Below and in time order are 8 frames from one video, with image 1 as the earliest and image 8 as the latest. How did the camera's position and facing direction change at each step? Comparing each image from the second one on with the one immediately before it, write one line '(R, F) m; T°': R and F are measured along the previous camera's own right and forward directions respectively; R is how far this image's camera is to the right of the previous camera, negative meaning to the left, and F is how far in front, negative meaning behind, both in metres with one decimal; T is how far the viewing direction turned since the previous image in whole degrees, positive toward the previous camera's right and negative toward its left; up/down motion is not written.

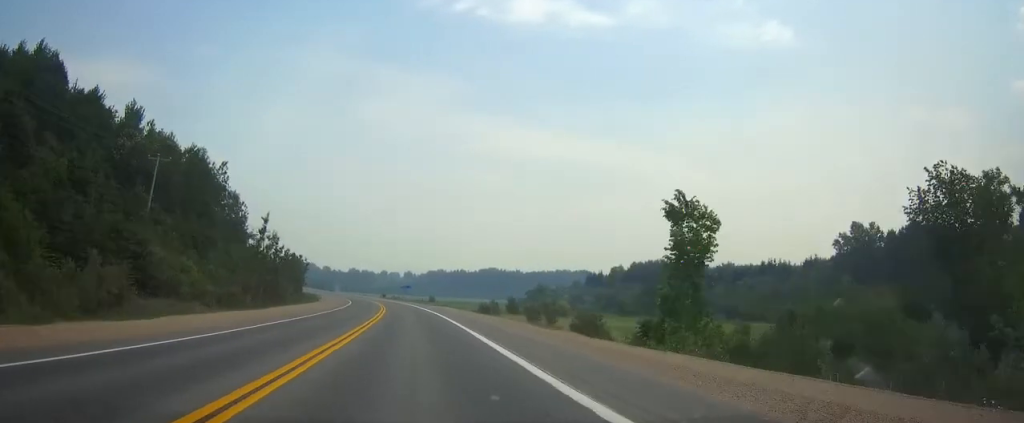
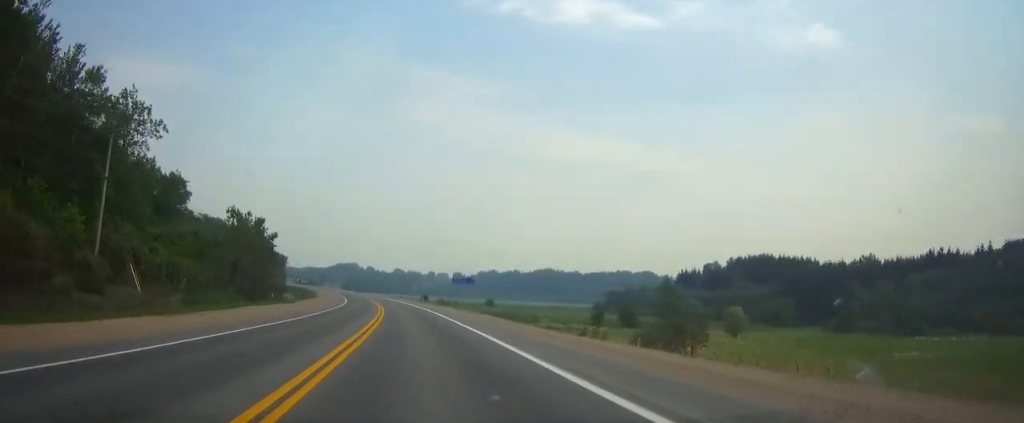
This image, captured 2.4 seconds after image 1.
(0.0, +70.5) m; 0°
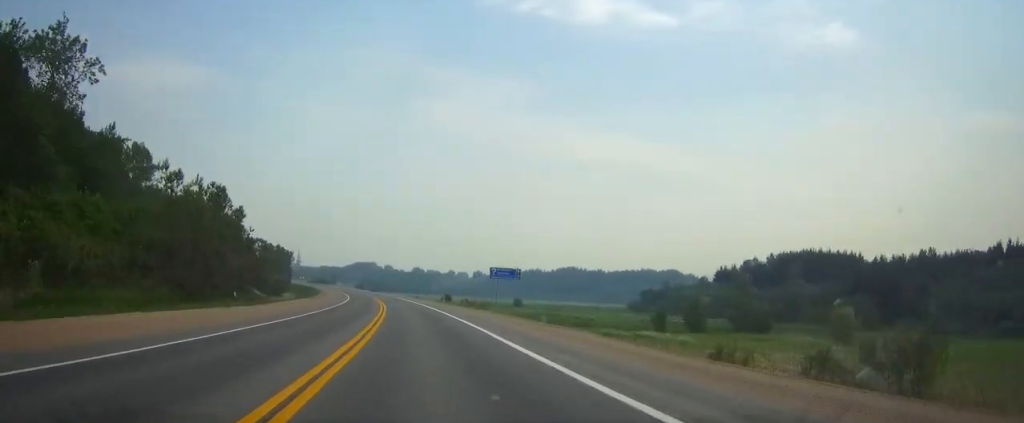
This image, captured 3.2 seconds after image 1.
(0.0, +22.5) m; 0°
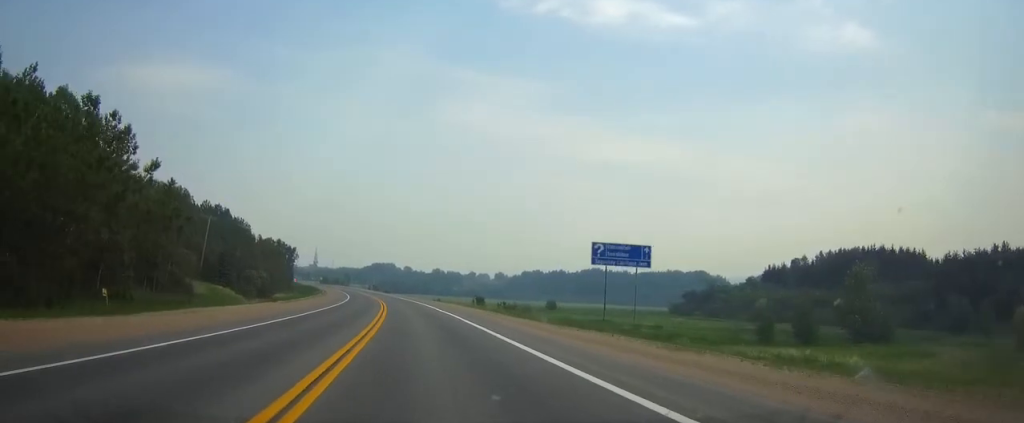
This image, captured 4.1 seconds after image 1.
(0.0, +26.4) m; 0°
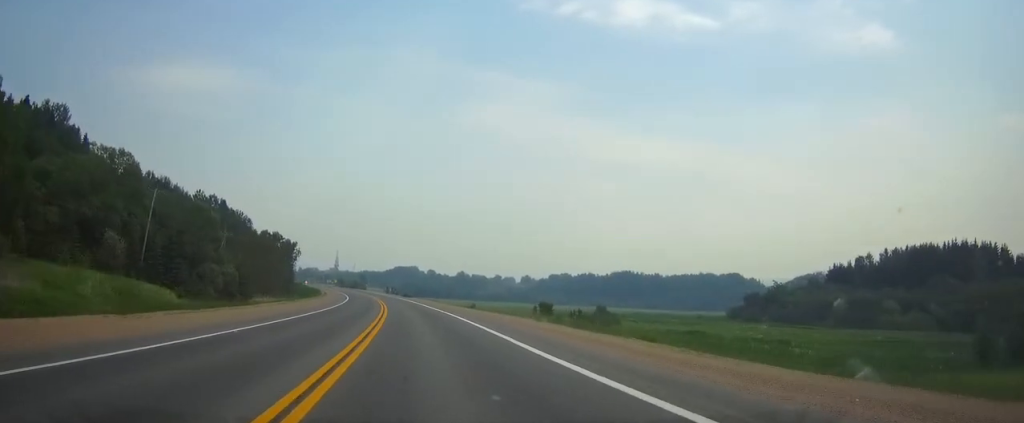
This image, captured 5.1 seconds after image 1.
(0.0, +31.3) m; 0°
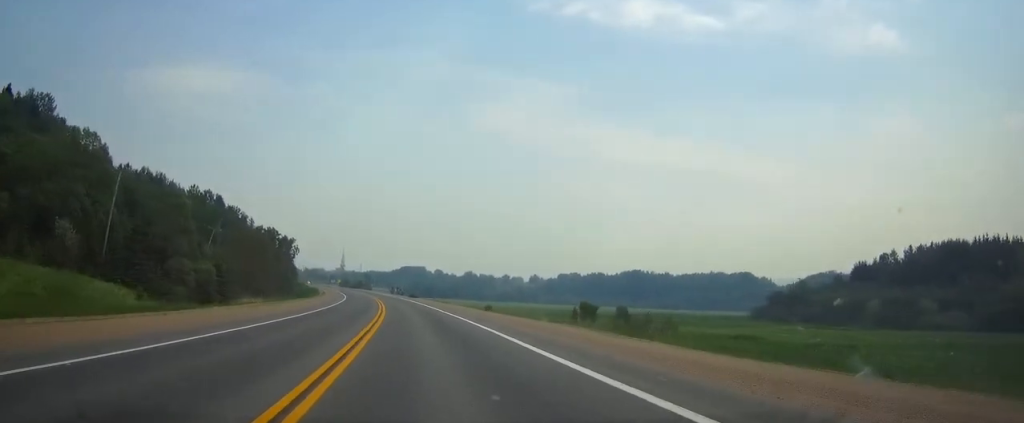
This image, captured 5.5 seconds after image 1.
(0.0, +11.7) m; 0°
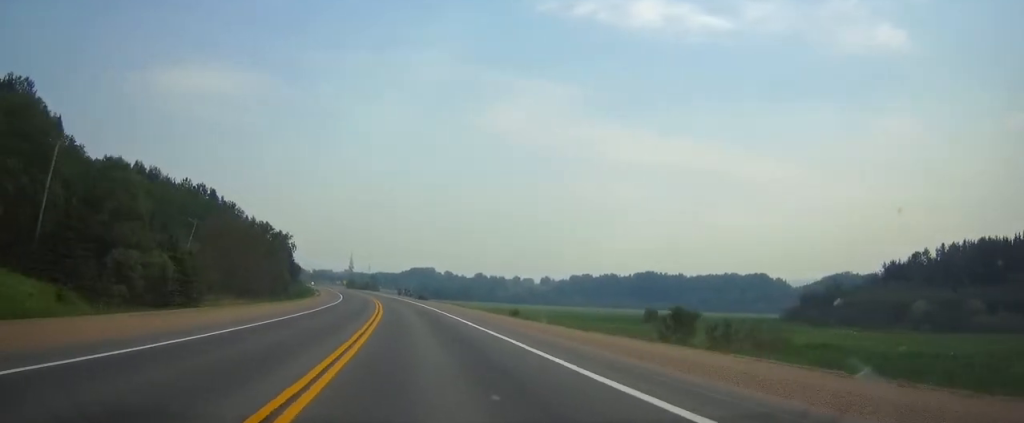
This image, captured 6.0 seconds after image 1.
(0.0, +14.7) m; 0°
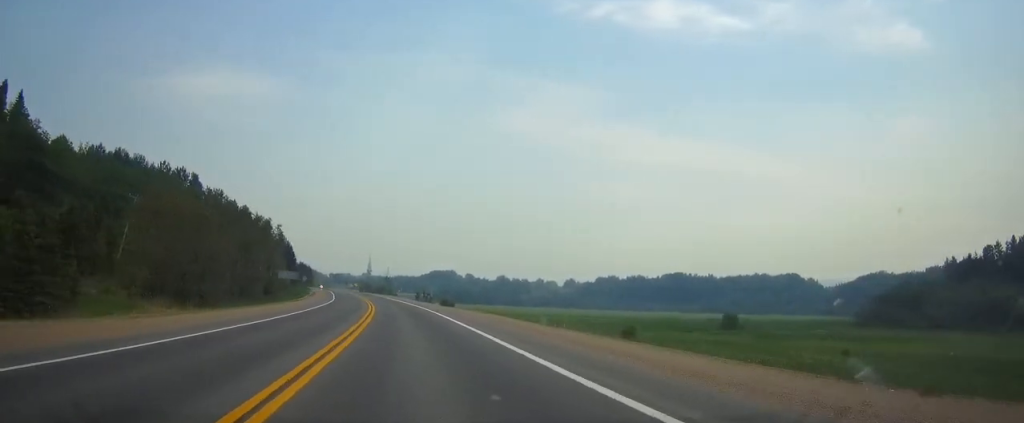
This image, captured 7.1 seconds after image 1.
(0.0, +30.2) m; -4°
